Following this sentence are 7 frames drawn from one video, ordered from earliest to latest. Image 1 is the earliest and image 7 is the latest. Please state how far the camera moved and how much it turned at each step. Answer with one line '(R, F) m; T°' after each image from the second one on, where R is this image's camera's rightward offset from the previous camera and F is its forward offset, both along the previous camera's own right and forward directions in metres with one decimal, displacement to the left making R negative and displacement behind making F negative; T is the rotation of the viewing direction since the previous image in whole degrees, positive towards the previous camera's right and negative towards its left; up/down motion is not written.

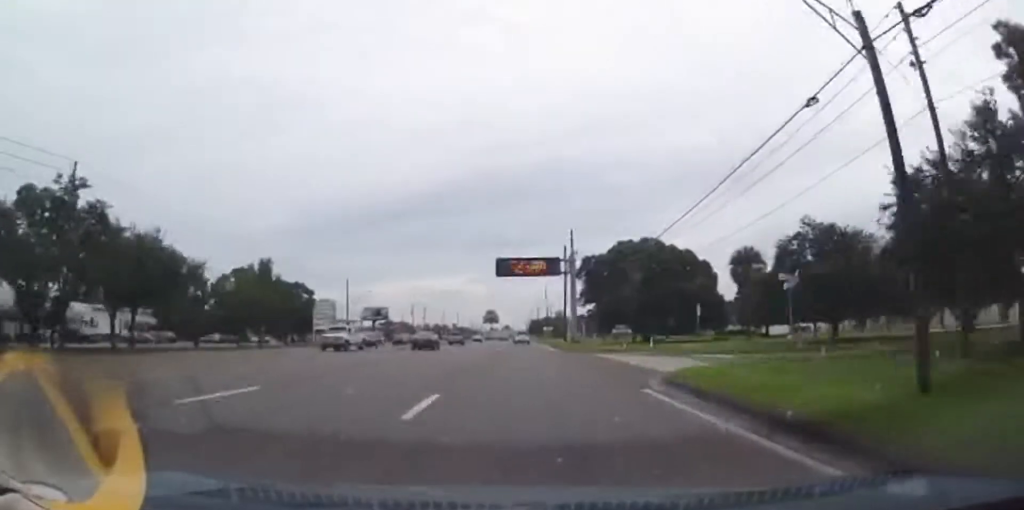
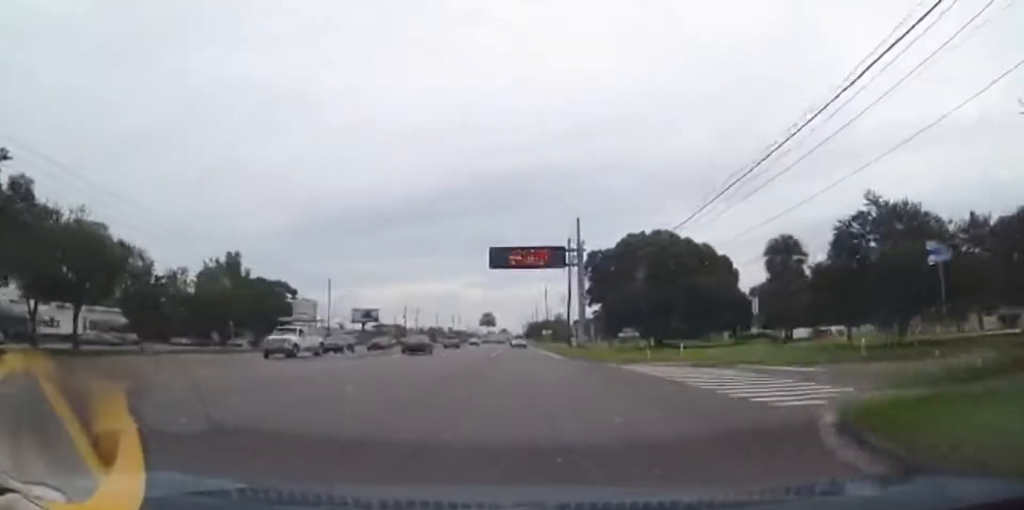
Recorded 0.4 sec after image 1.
(+0.2, +8.9) m; 0°
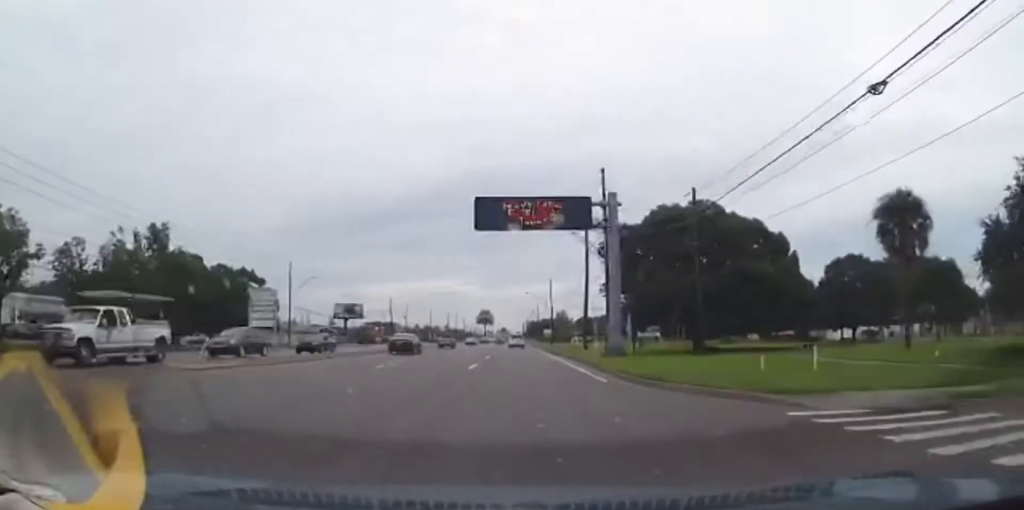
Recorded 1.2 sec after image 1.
(+0.2, +16.5) m; 0°
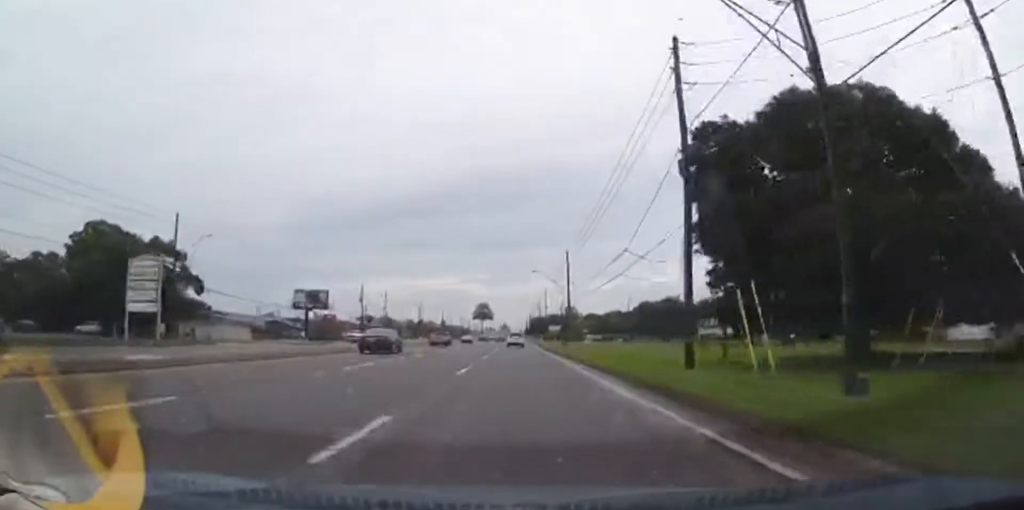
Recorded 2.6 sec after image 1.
(0.0, +28.5) m; 0°
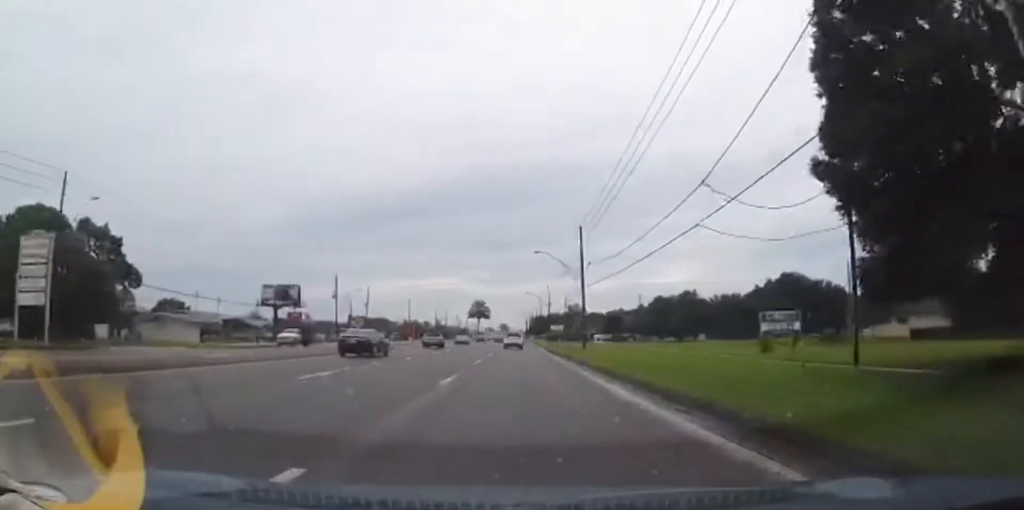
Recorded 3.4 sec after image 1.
(0.0, +15.3) m; -1°
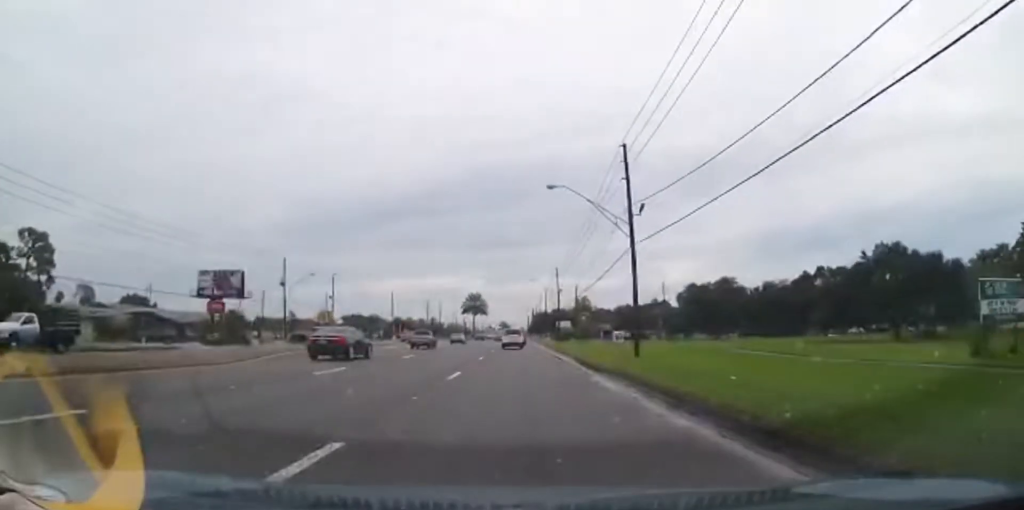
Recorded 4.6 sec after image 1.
(-0.4, +23.3) m; -1°
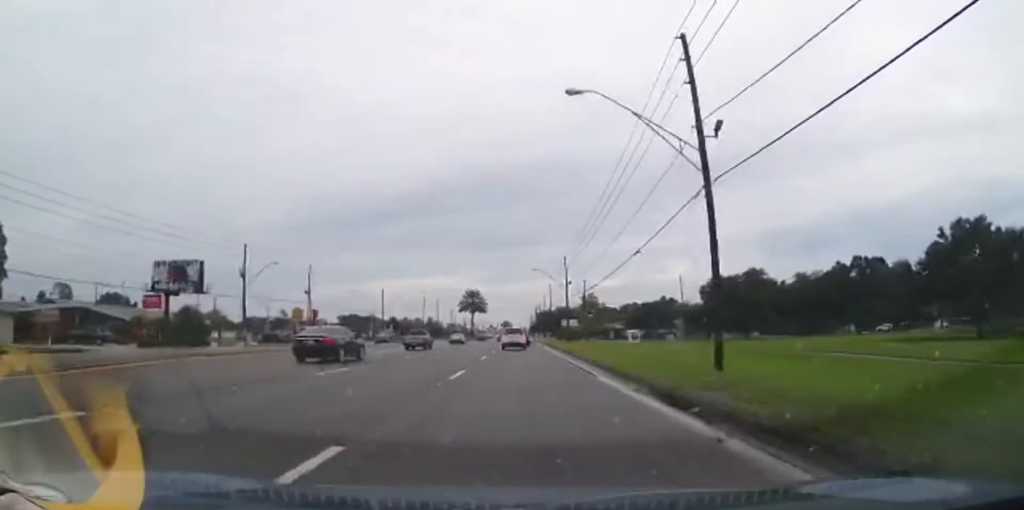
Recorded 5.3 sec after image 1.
(0.0, +12.8) m; 0°
